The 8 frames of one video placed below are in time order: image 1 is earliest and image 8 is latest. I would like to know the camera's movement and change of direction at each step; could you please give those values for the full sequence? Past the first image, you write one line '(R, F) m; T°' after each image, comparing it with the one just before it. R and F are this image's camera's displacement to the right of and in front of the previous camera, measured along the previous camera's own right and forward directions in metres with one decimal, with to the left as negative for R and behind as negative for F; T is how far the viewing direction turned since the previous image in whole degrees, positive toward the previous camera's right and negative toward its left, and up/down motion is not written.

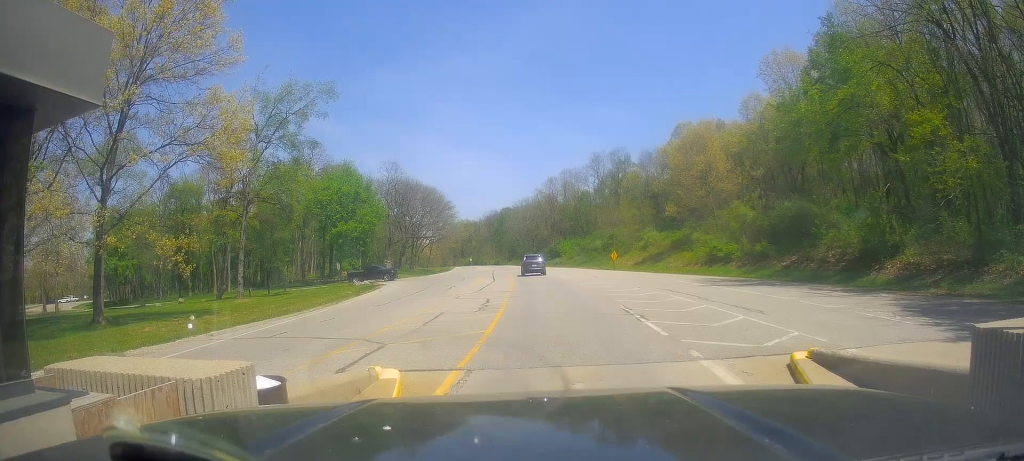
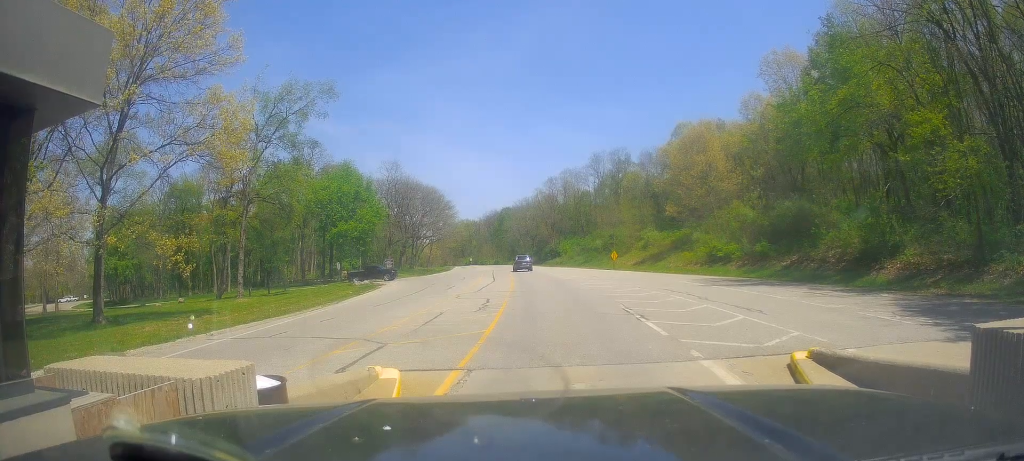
(0.0, 0.0) m; 0°
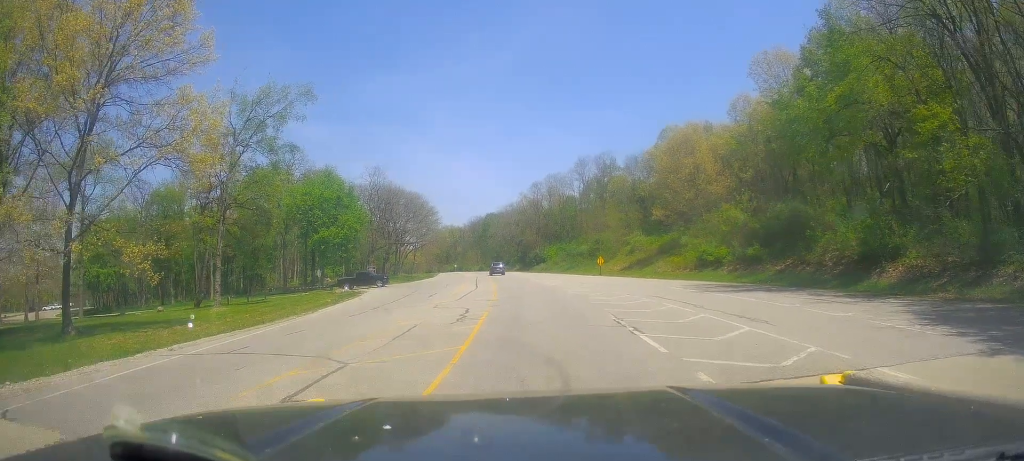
(-0.5, +0.4) m; -2°
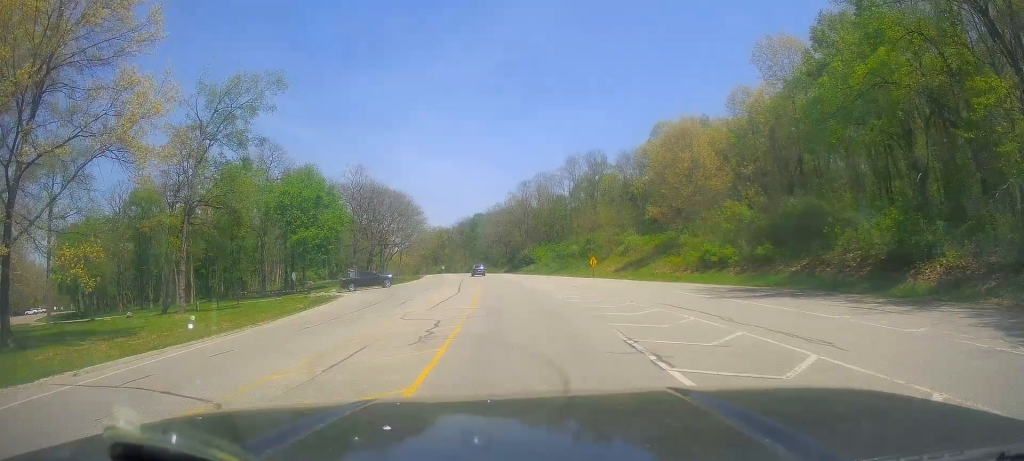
(-0.3, +1.6) m; -3°
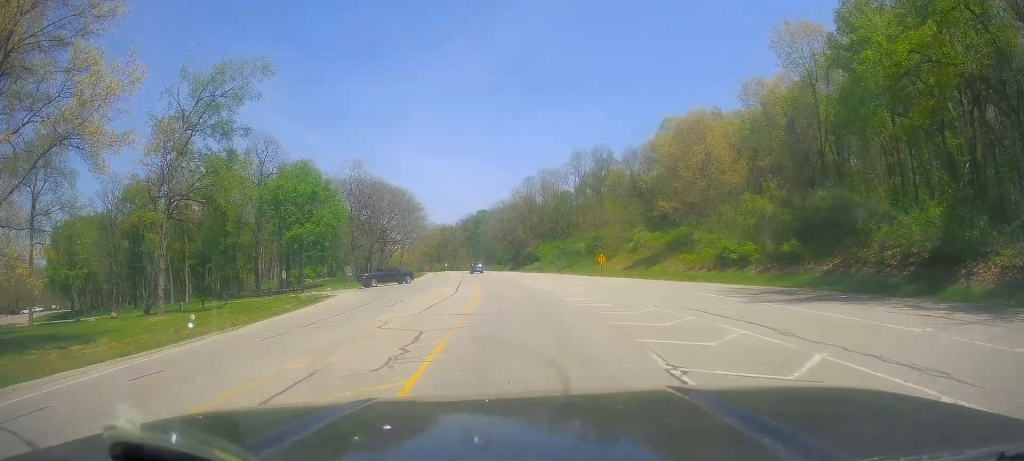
(+0.2, +2.0) m; +6°
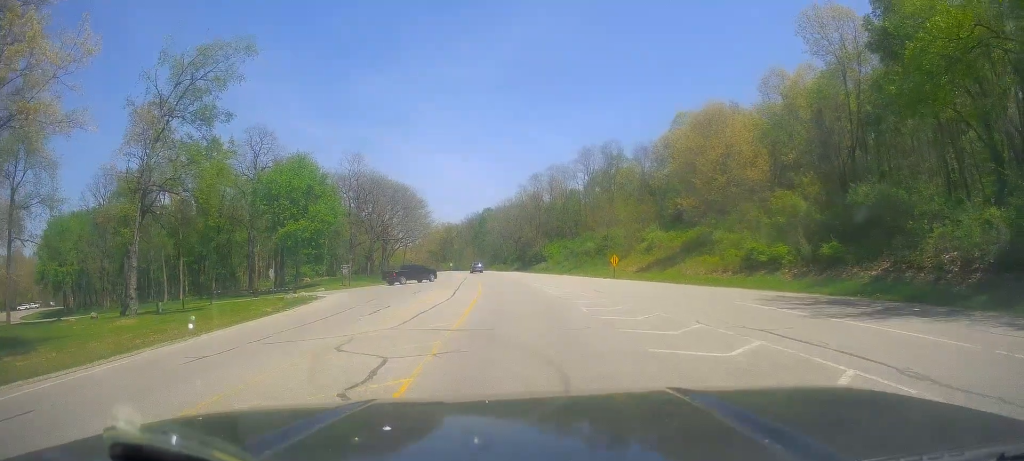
(+0.1, +3.3) m; 0°
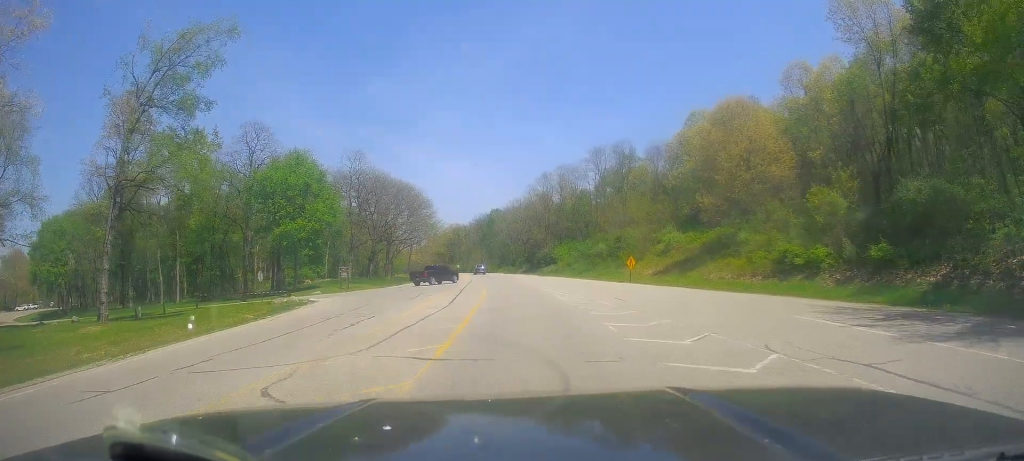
(0.0, +3.4) m; 0°
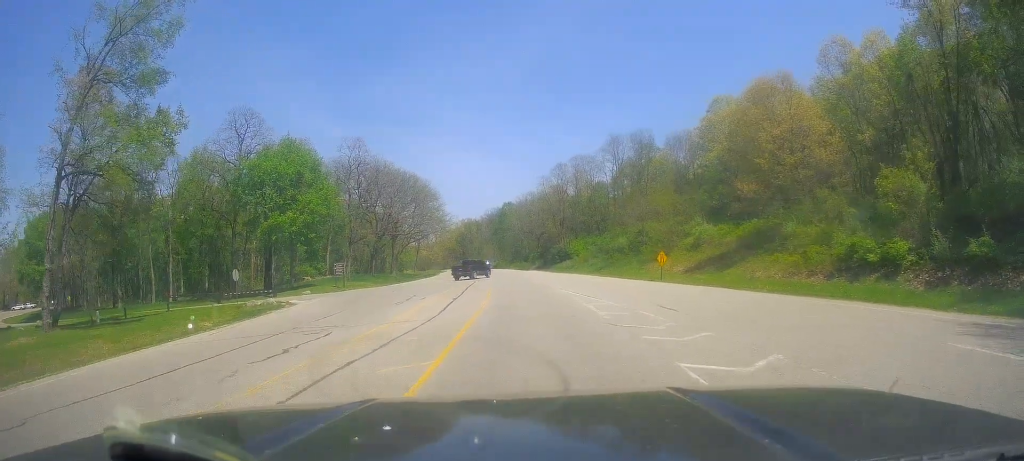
(0.0, +6.4) m; +1°
